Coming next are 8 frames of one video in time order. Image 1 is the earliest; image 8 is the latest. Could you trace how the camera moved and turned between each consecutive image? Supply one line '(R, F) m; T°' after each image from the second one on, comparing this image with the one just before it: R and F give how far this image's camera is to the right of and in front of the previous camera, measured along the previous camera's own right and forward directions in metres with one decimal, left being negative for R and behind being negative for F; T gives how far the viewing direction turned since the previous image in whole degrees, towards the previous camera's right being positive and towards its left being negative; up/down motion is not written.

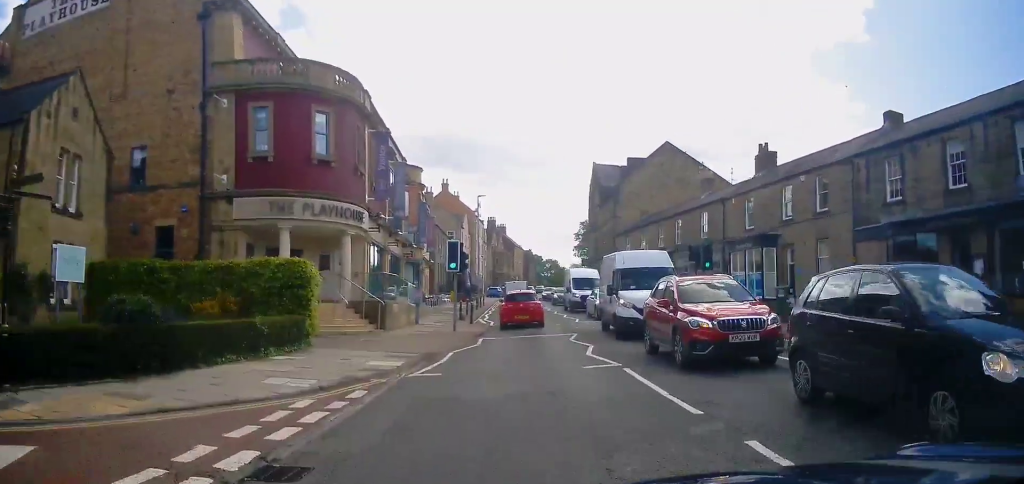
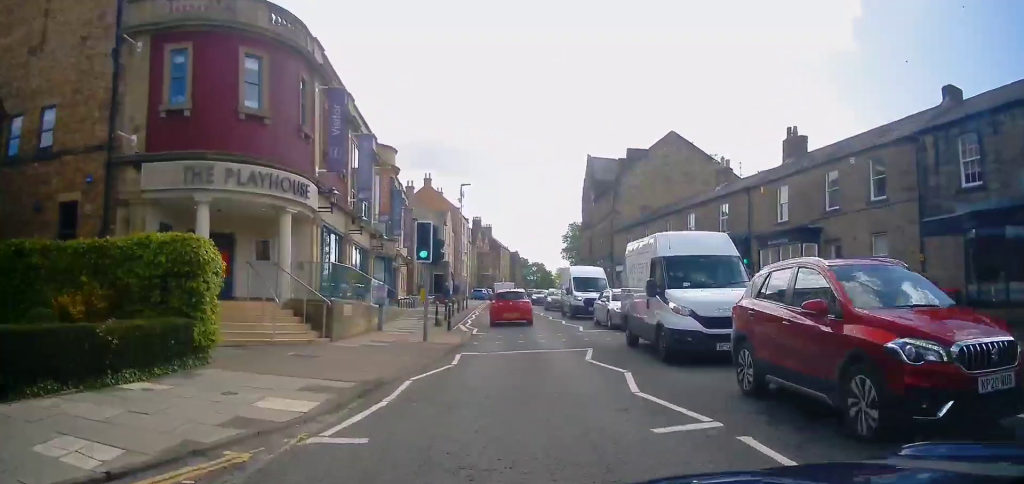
(+0.2, +5.4) m; +1°
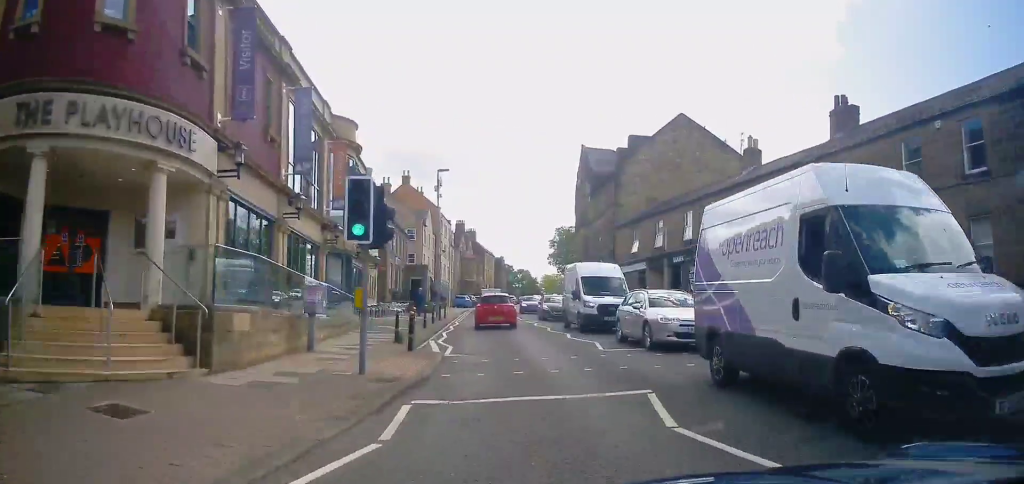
(-0.1, +6.1) m; -2°
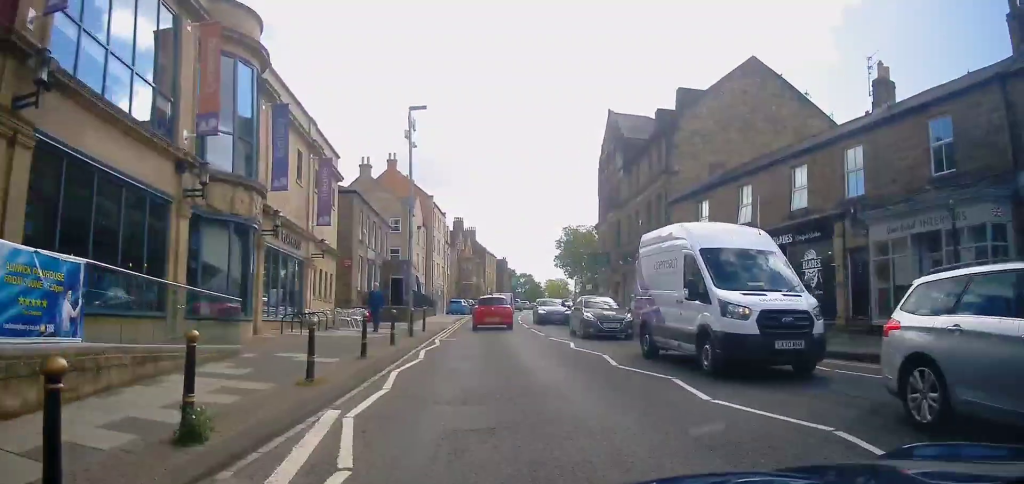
(-0.1, +11.6) m; +2°
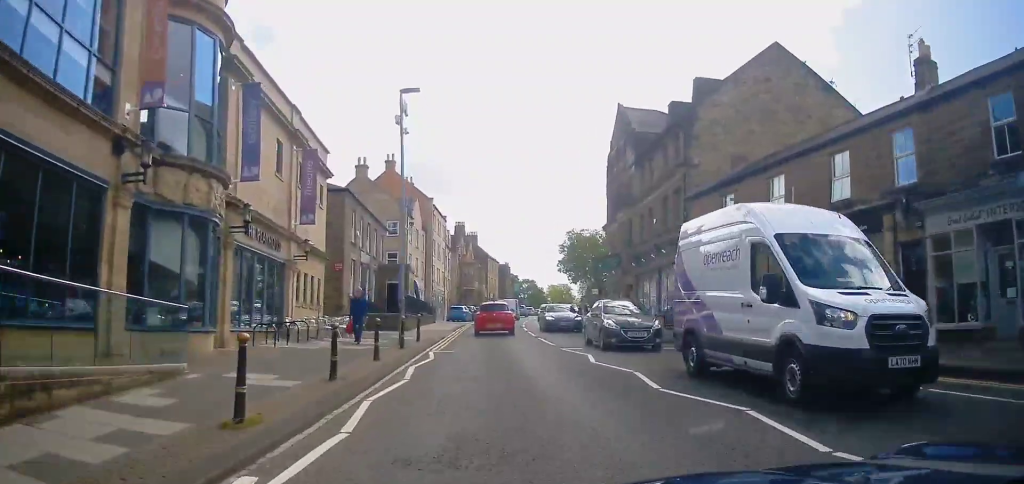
(-0.1, +2.6) m; +2°
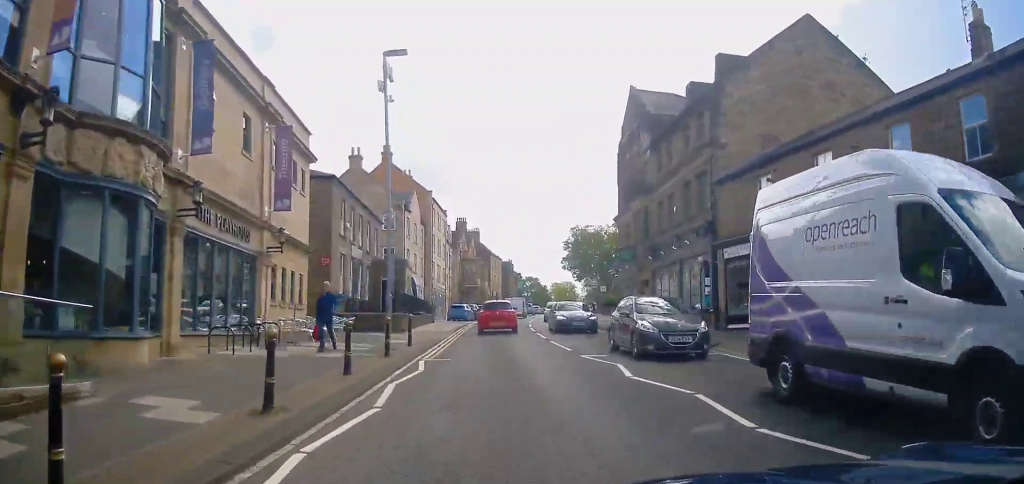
(+0.2, +3.1) m; -1°
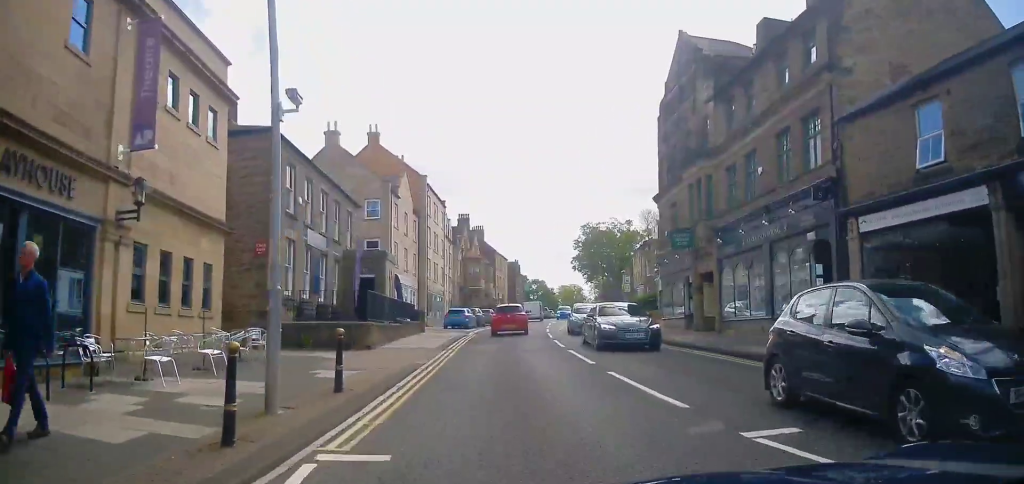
(-0.3, +8.6) m; -1°
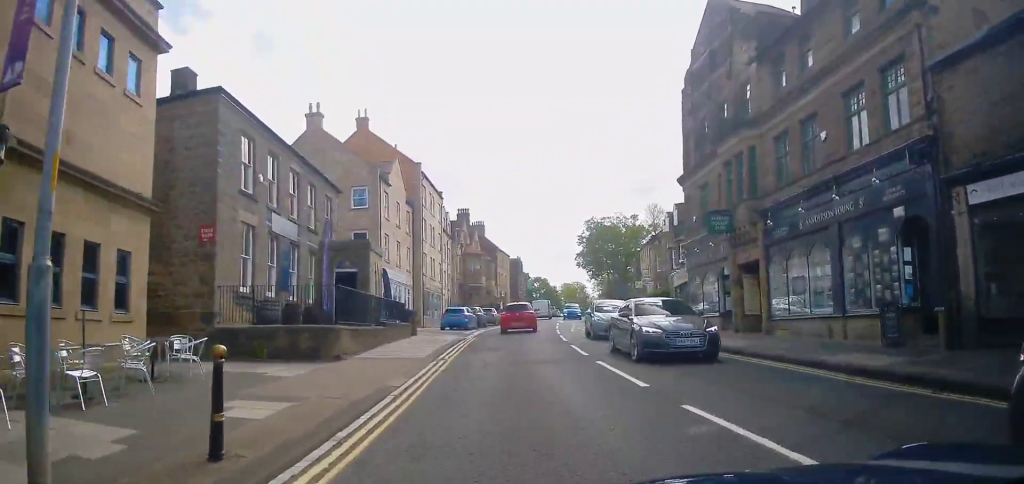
(+0.1, +4.0) m; +1°
